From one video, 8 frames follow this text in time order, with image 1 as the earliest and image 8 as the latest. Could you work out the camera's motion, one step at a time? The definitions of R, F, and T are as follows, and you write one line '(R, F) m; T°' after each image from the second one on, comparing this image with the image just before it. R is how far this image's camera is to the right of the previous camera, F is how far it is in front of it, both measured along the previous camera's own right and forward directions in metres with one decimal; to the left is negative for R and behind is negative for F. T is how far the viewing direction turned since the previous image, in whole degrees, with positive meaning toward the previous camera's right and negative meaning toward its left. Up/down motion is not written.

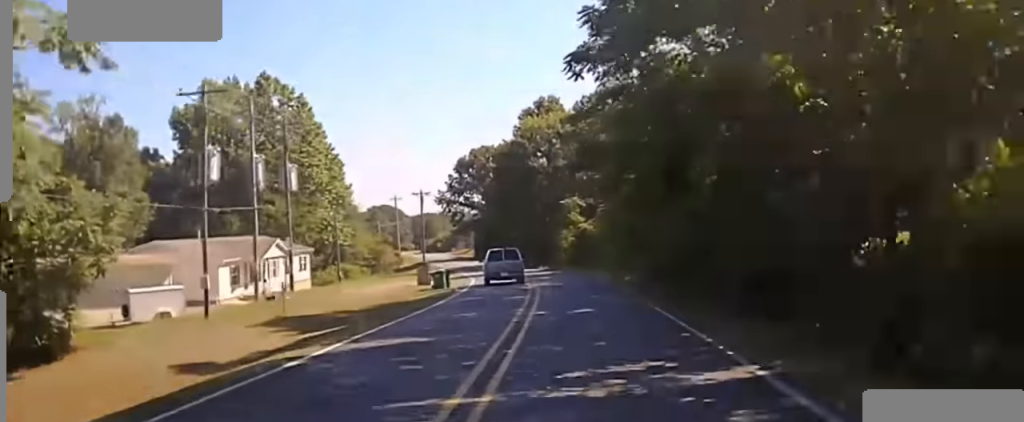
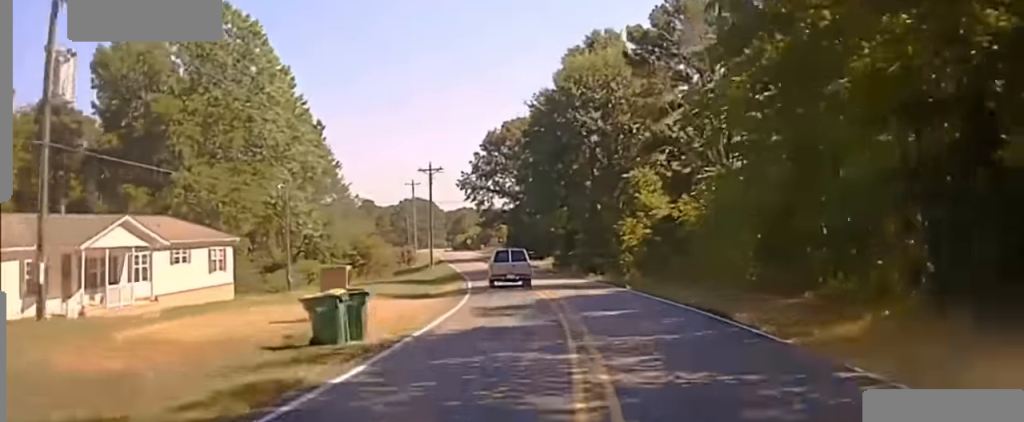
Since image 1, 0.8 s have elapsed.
(-0.5, +26.6) m; -2°
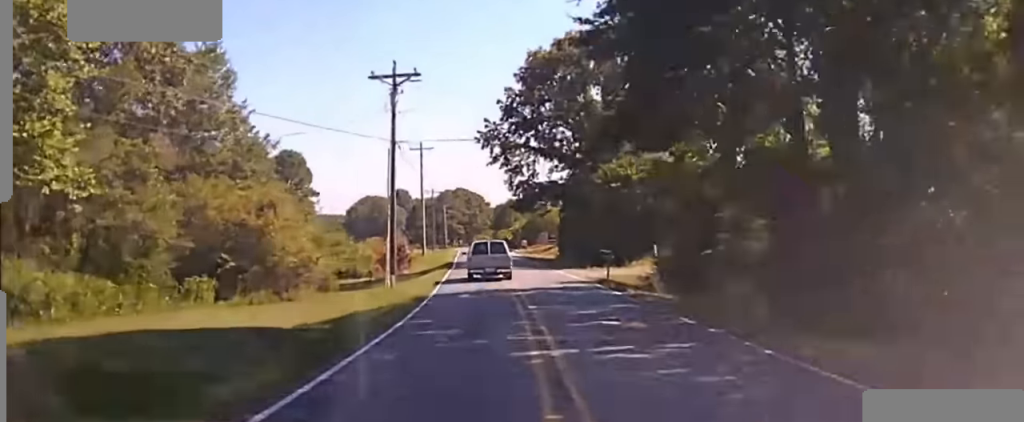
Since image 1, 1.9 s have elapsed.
(-1.3, +39.4) m; -4°
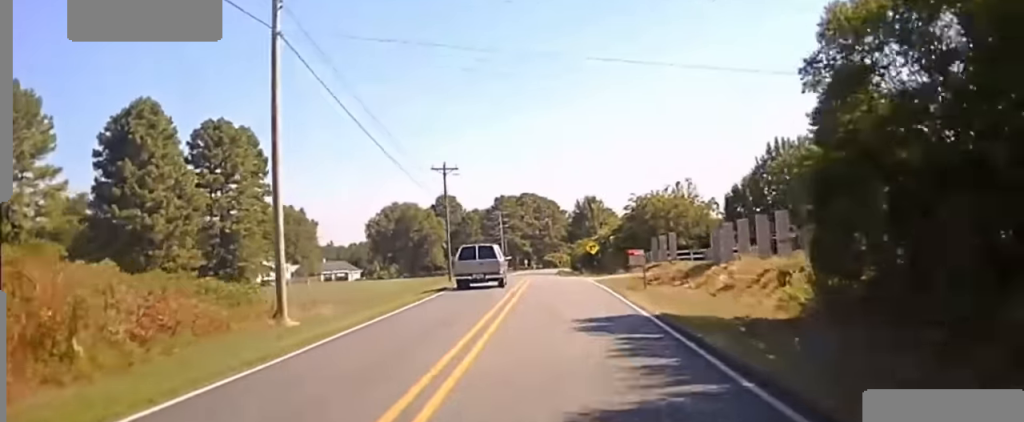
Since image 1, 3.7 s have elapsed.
(-2.3, +61.0) m; -4°
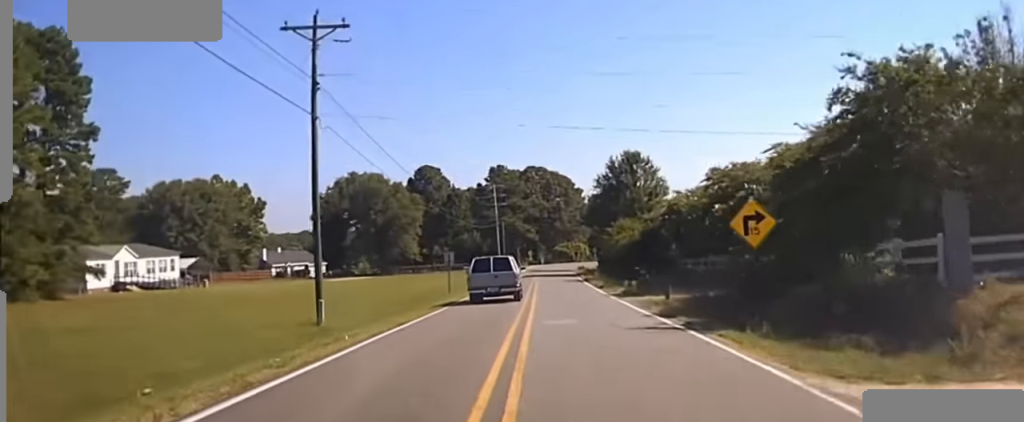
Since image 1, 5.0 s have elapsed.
(-1.3, +51.4) m; -3°
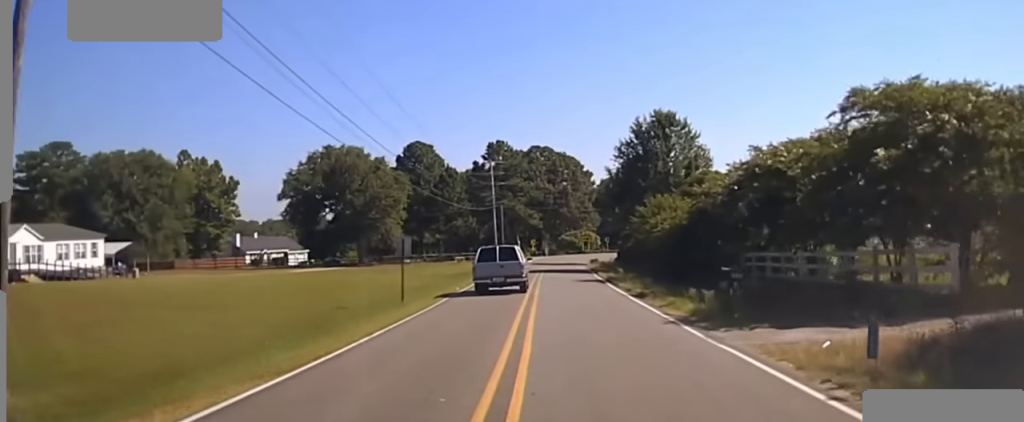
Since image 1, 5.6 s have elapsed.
(-0.2, +19.3) m; -1°
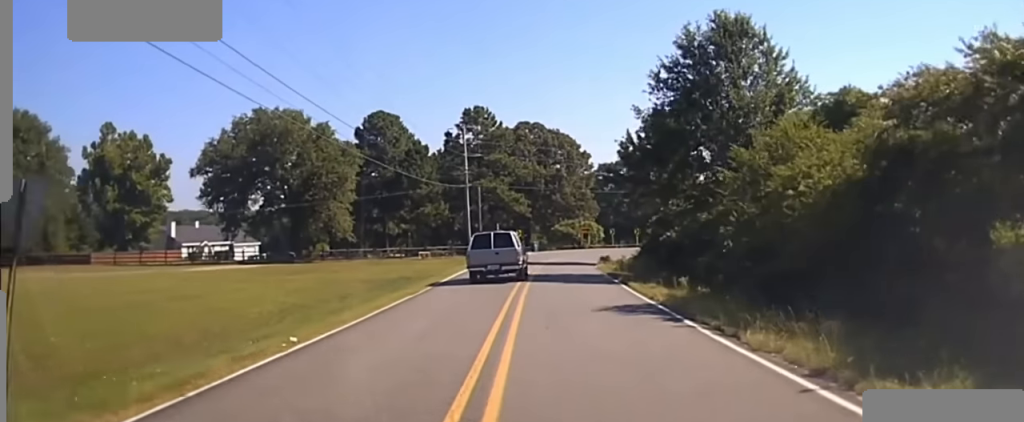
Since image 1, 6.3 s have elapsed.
(-0.3, +26.7) m; 0°
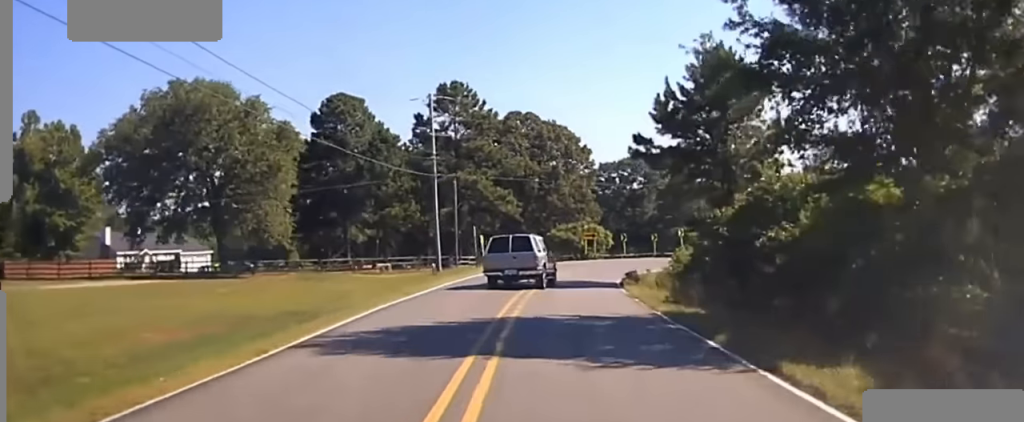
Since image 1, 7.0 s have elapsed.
(0.0, +21.7) m; +2°
